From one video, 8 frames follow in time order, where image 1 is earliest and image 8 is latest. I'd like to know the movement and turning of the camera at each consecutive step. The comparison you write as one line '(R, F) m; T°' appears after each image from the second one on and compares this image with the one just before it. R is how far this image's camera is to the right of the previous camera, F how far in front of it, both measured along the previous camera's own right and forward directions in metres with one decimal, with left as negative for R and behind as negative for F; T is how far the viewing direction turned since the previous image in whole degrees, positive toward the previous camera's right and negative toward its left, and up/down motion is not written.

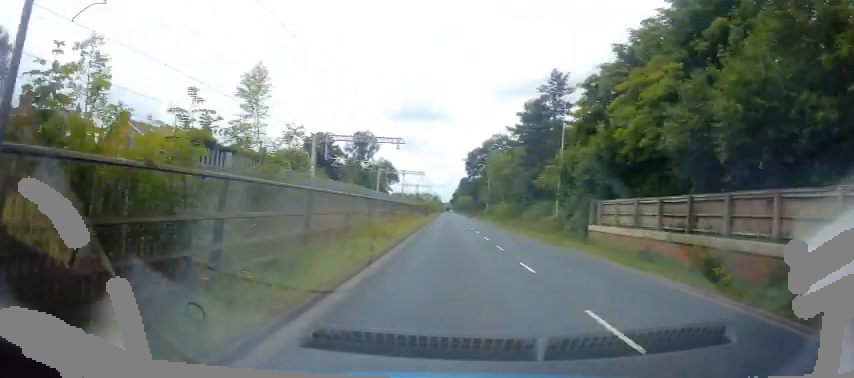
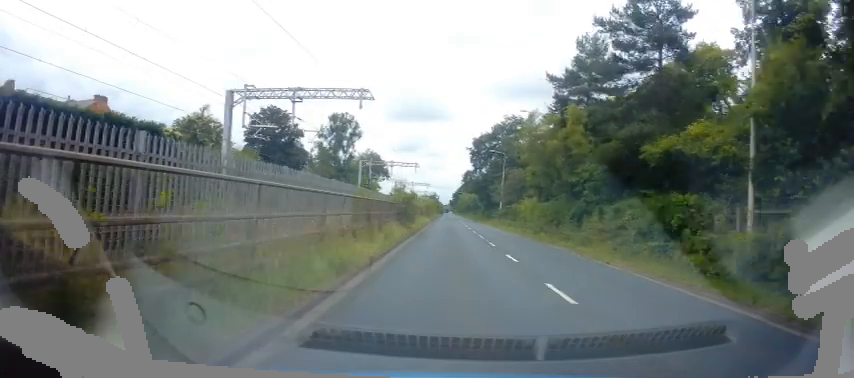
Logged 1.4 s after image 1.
(+1.9, +21.6) m; +6°
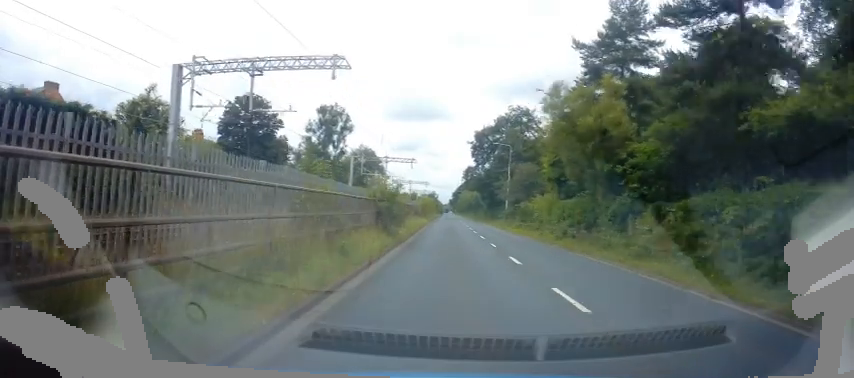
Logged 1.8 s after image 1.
(-0.1, +6.6) m; 0°
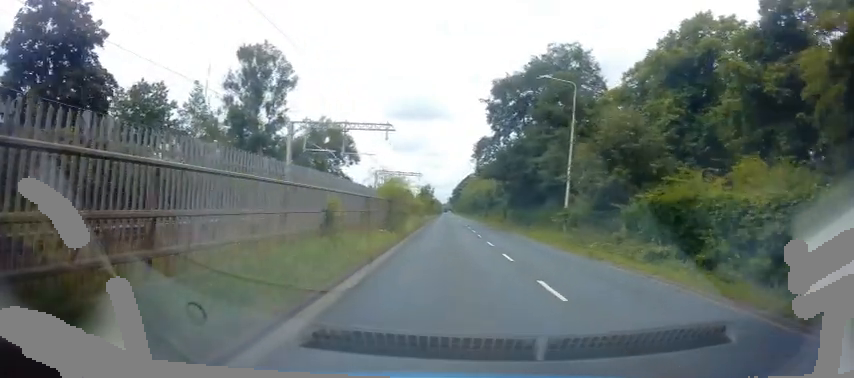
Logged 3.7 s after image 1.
(+0.2, +29.9) m; 0°
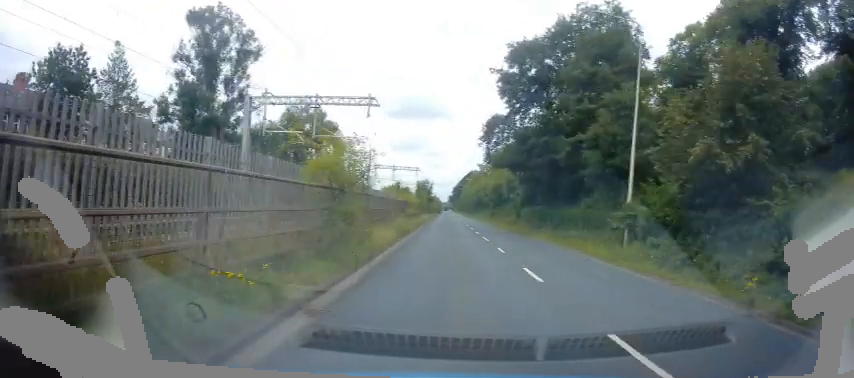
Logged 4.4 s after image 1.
(-0.1, +10.2) m; 0°
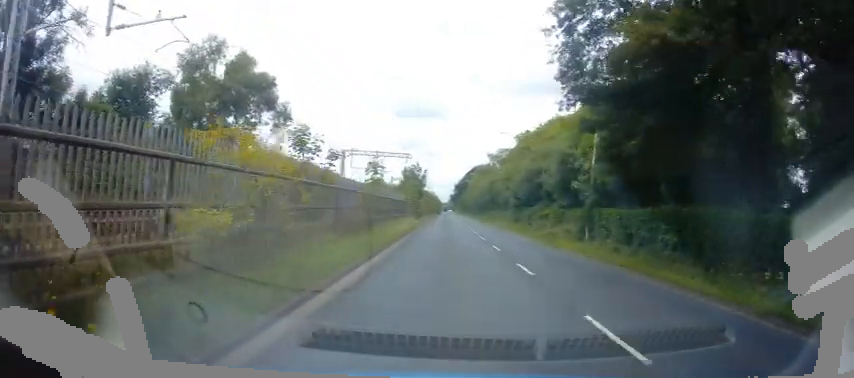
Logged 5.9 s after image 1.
(0.0, +23.6) m; 0°
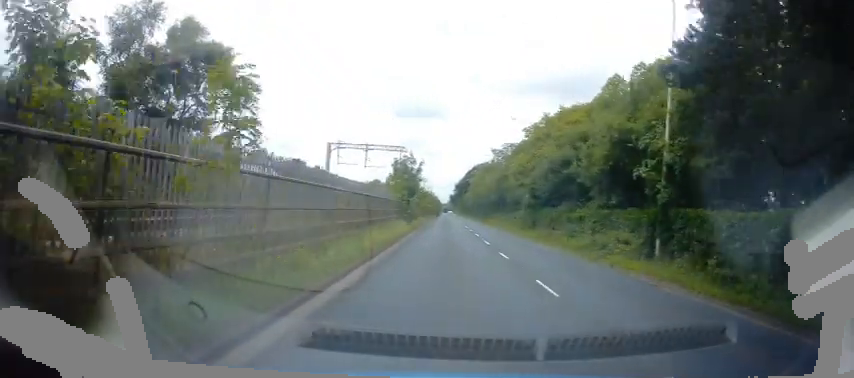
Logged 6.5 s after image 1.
(0.0, +8.4) m; 0°
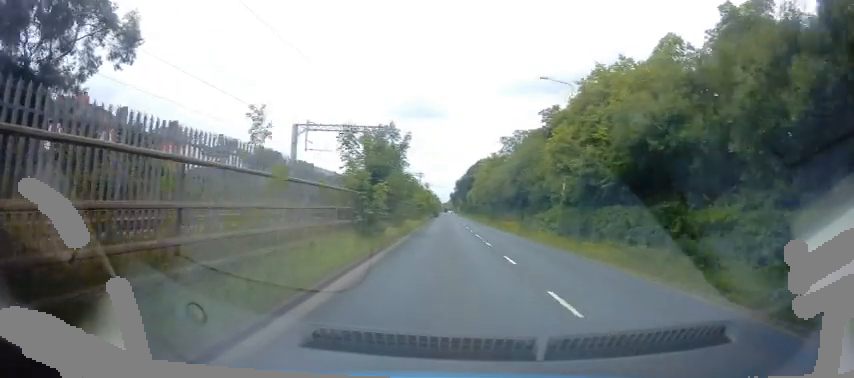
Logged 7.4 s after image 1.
(+0.1, +14.2) m; +3°
